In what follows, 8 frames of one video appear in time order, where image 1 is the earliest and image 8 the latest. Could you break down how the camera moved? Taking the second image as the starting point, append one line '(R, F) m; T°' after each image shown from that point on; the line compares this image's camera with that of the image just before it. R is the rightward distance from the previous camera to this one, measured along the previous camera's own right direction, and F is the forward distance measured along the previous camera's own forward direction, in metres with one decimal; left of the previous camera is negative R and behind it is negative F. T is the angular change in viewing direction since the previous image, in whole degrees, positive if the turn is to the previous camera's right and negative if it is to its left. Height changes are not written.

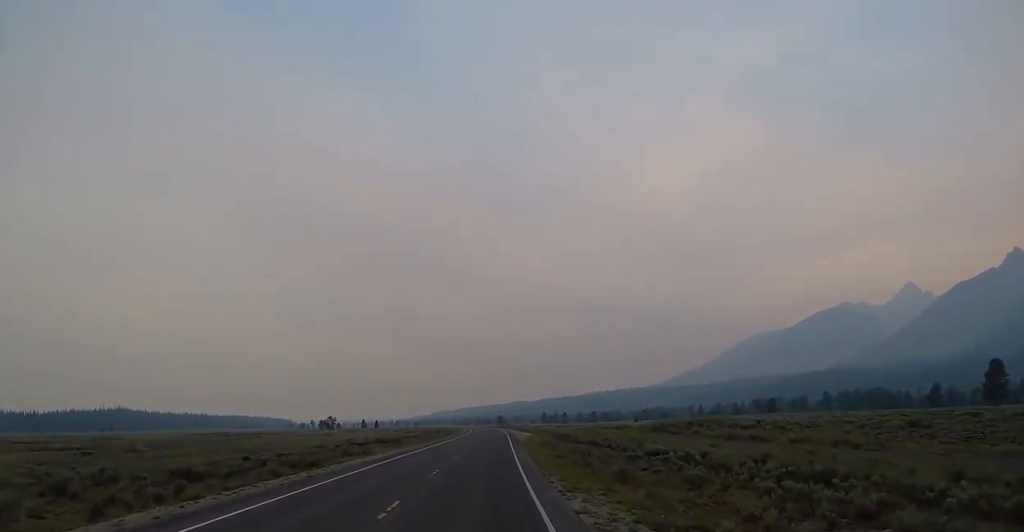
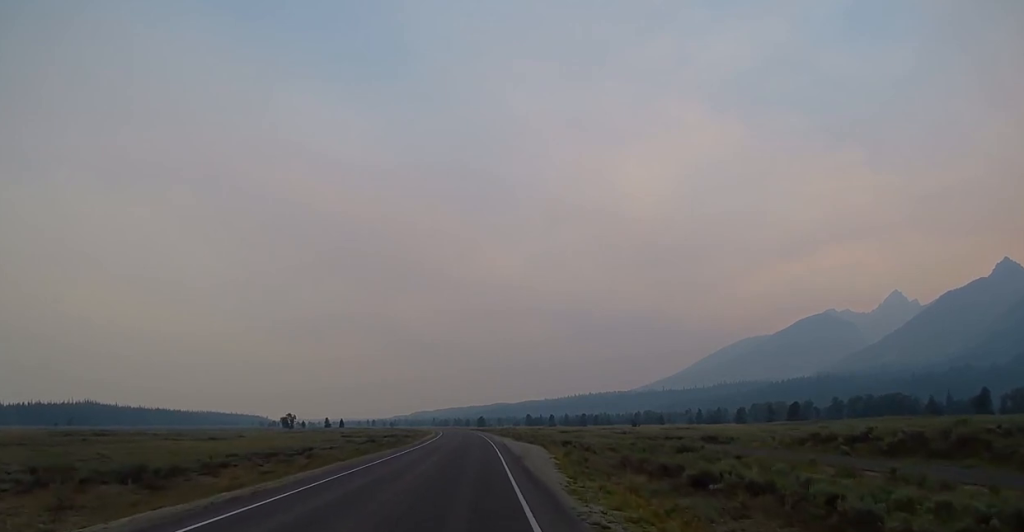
(+1.2, +54.0) m; +2°
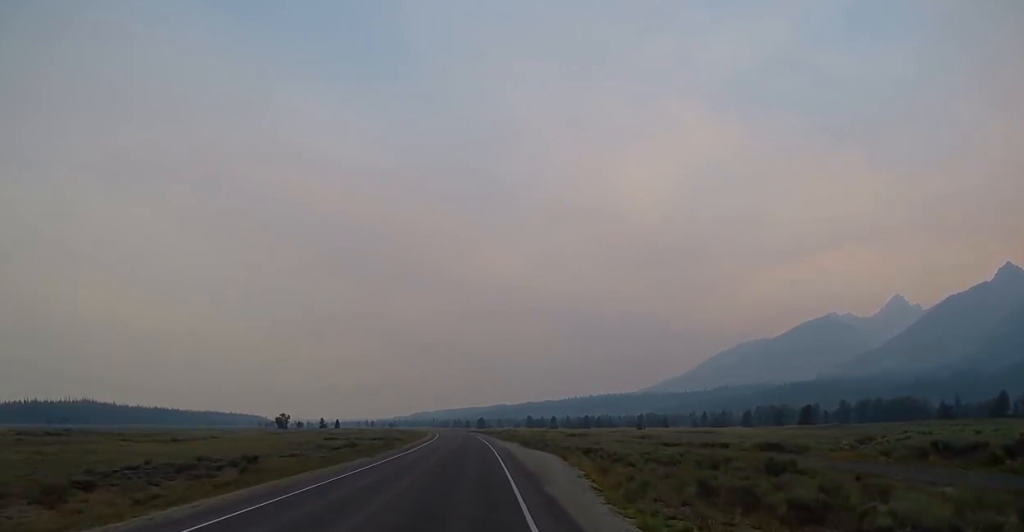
(+0.1, +12.4) m; 0°
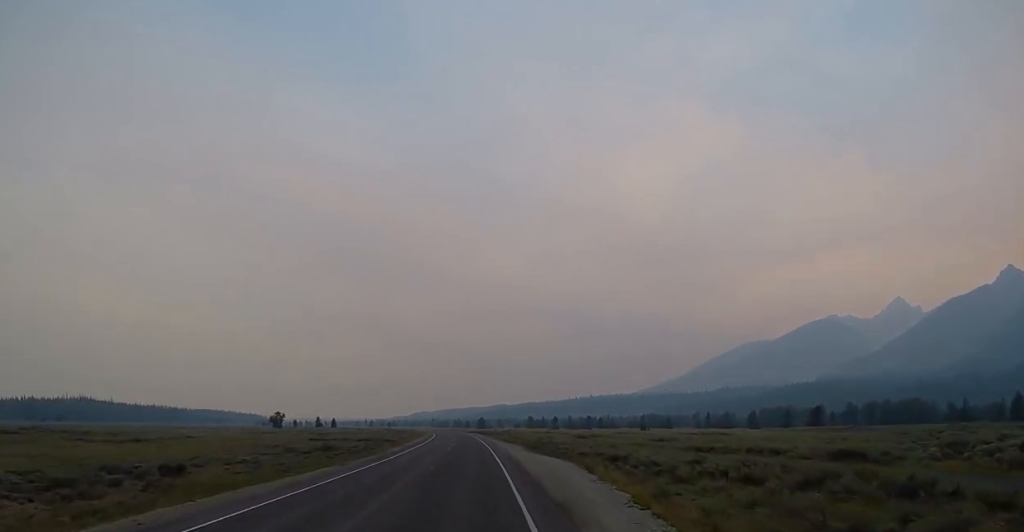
(-0.2, +10.1) m; -1°
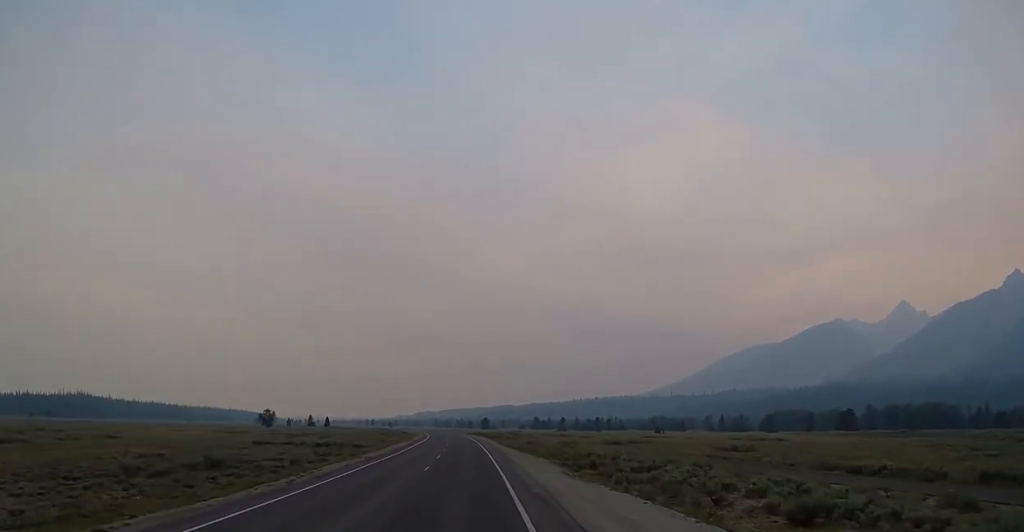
(-0.3, +26.4) m; -1°
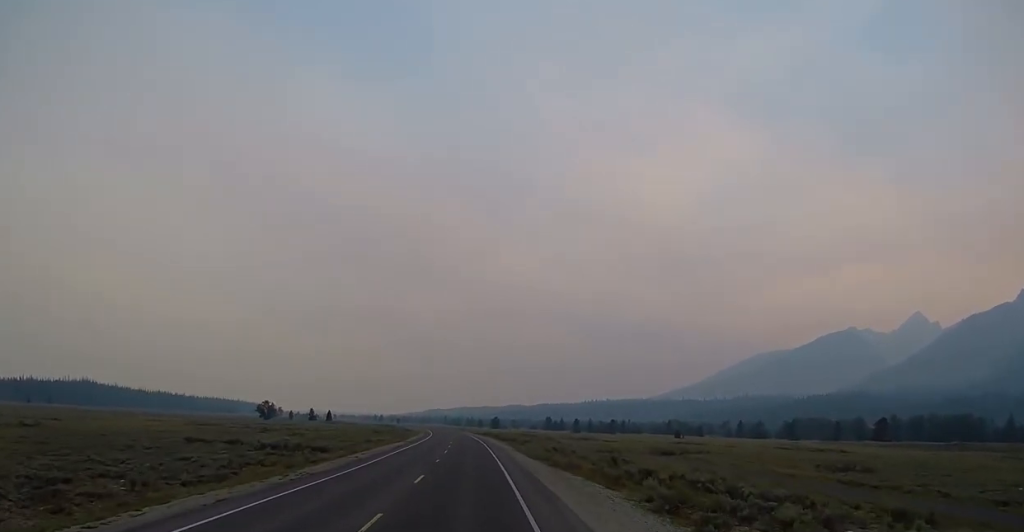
(0.0, +20.1) m; 0°
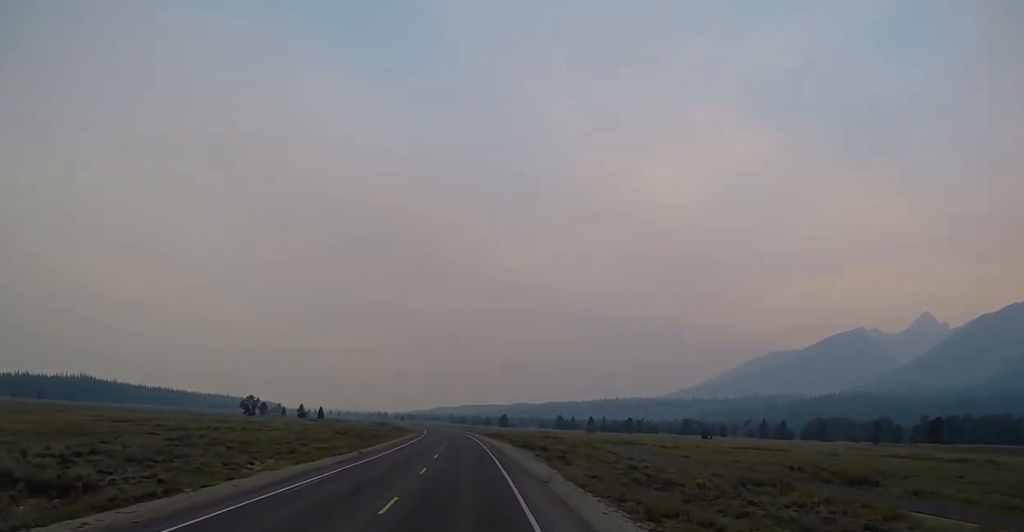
(-0.1, +32.8) m; 0°
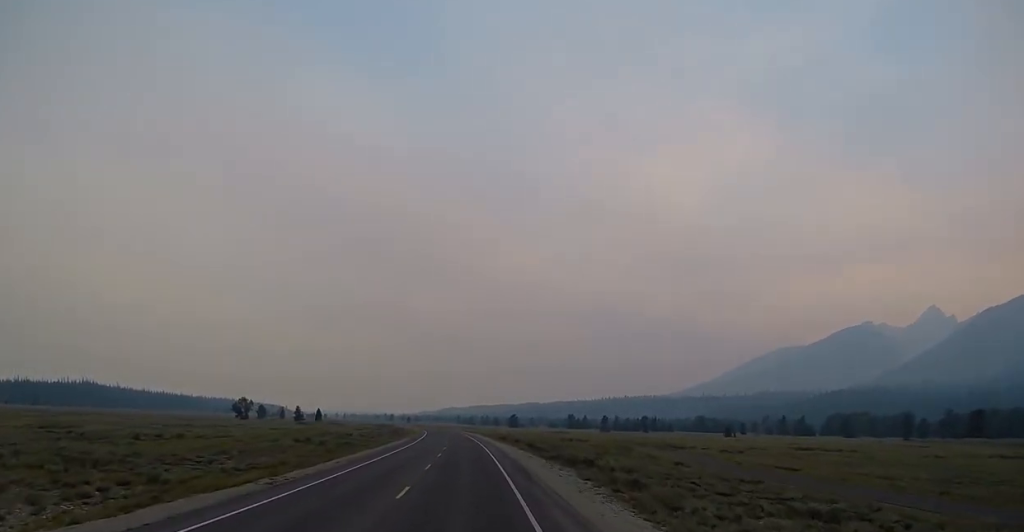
(0.0, +20.3) m; -1°
